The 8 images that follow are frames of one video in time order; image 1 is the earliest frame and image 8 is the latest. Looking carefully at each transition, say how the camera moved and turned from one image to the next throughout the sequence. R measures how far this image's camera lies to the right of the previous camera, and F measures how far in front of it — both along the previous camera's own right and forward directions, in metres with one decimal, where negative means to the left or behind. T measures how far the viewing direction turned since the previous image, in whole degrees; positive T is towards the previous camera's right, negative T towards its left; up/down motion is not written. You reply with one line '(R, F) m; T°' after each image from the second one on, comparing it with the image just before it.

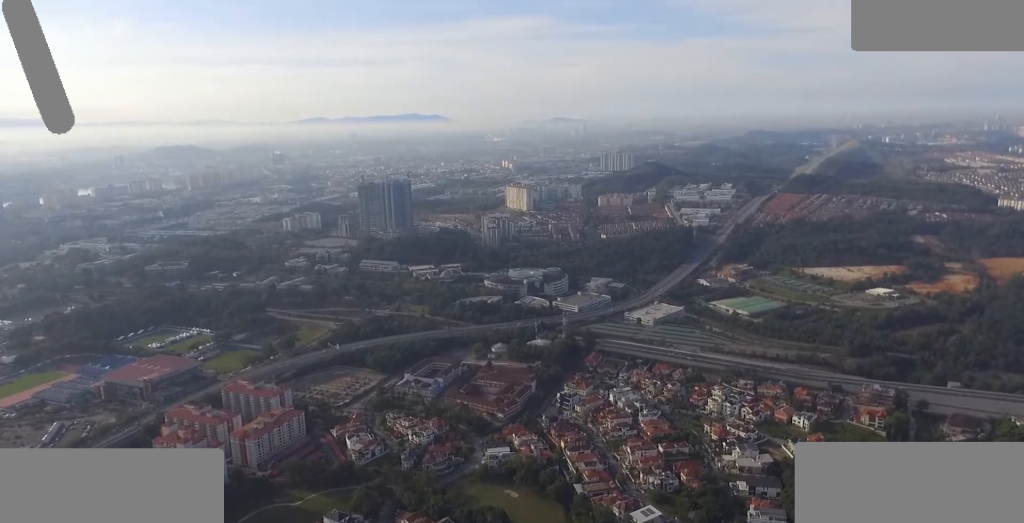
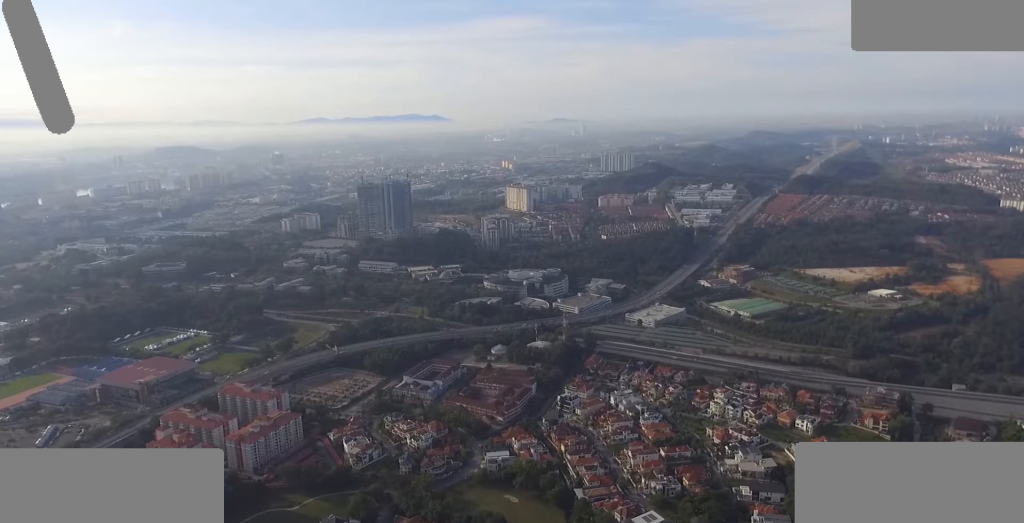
(0.0, +8.5) m; 0°
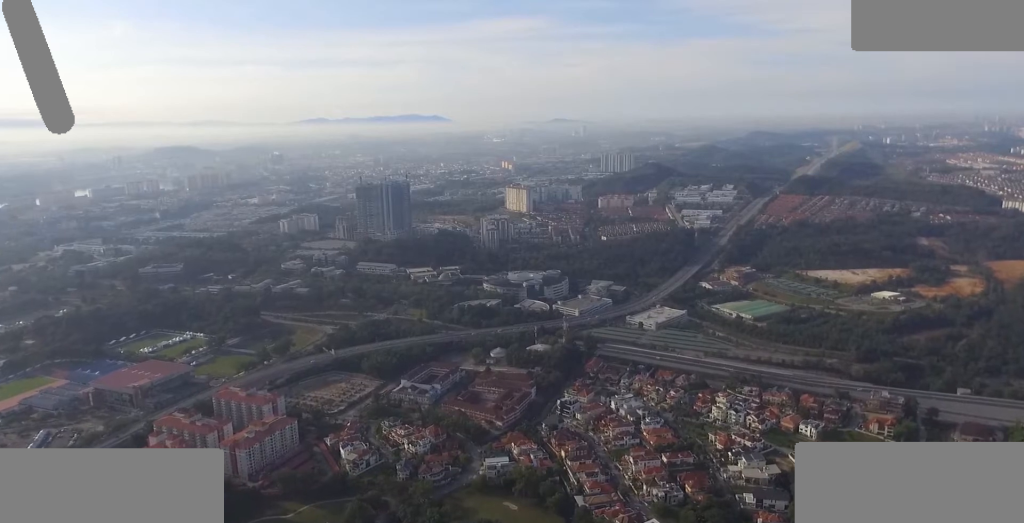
(0.0, +10.9) m; 0°
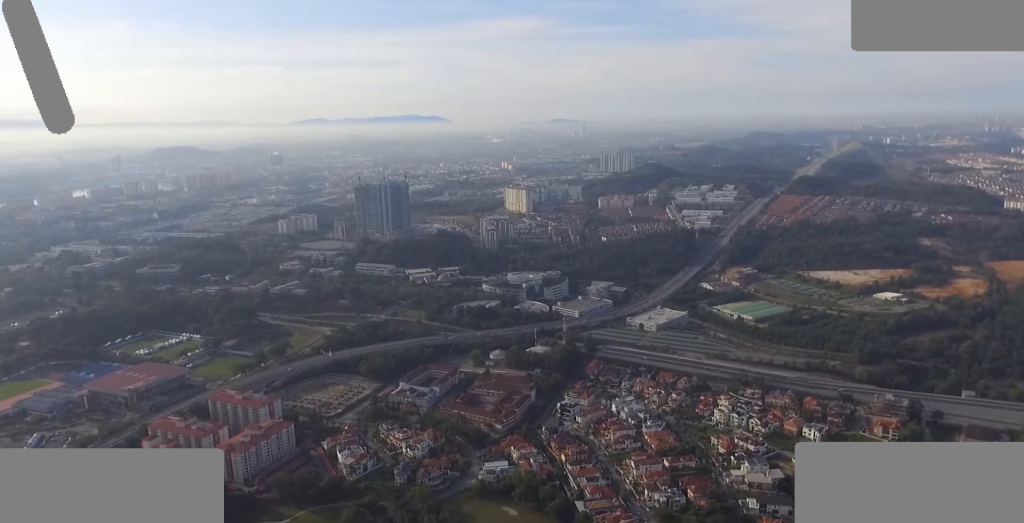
(0.0, +8.8) m; 0°
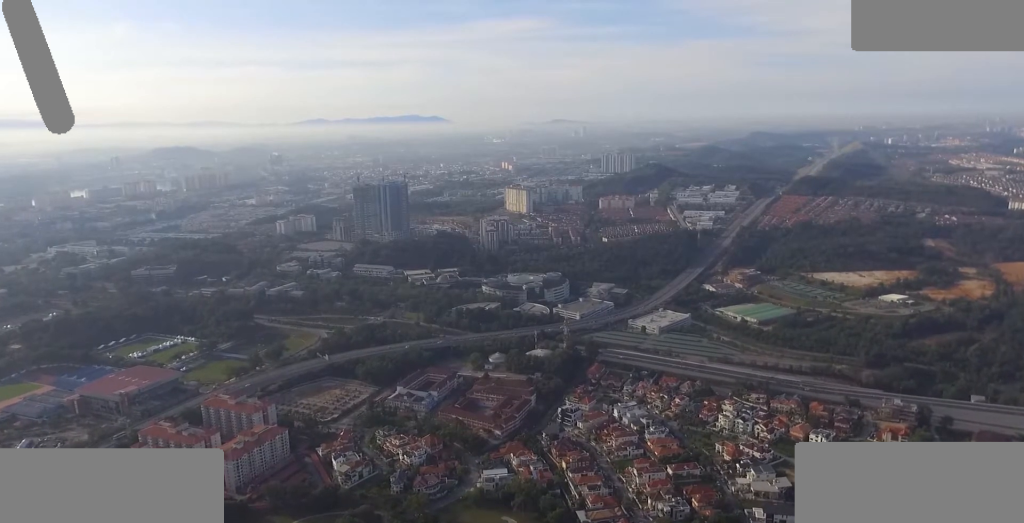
(+0.1, +15.6) m; 0°
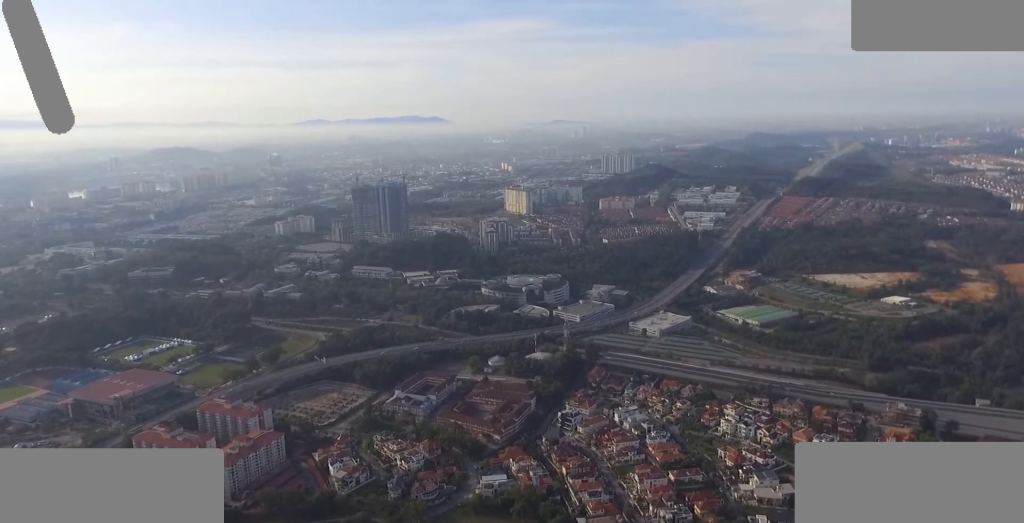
(0.0, +8.8) m; 0°
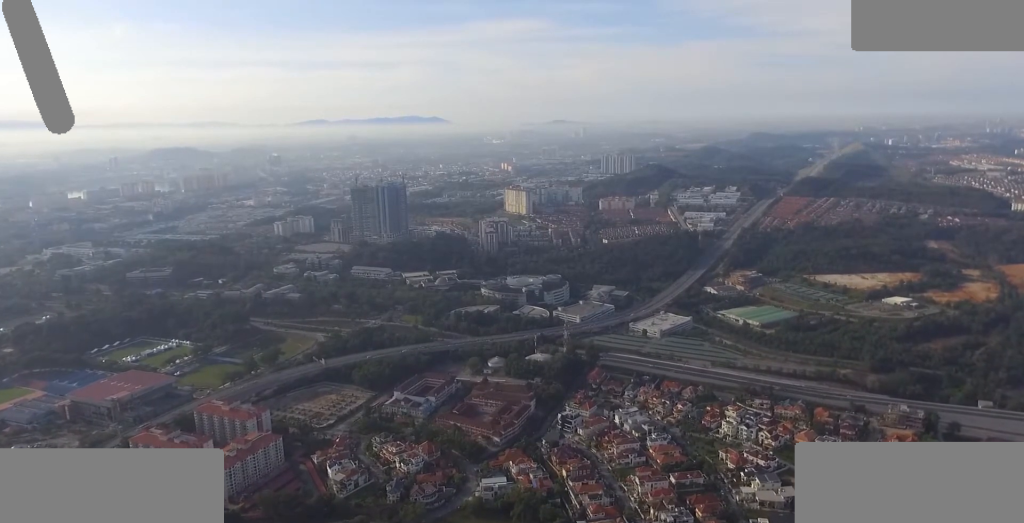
(0.0, +4.8) m; 0°
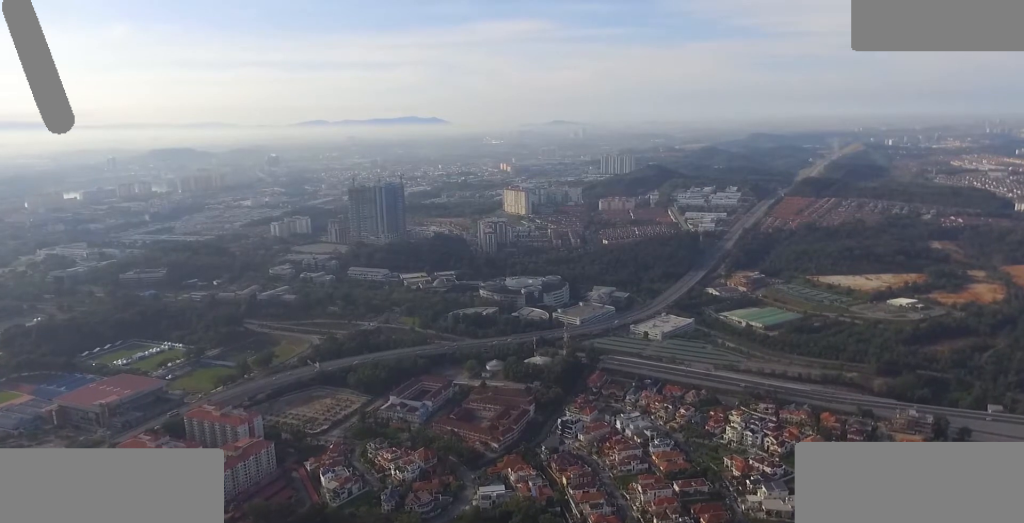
(+0.1, +16.9) m; 0°
